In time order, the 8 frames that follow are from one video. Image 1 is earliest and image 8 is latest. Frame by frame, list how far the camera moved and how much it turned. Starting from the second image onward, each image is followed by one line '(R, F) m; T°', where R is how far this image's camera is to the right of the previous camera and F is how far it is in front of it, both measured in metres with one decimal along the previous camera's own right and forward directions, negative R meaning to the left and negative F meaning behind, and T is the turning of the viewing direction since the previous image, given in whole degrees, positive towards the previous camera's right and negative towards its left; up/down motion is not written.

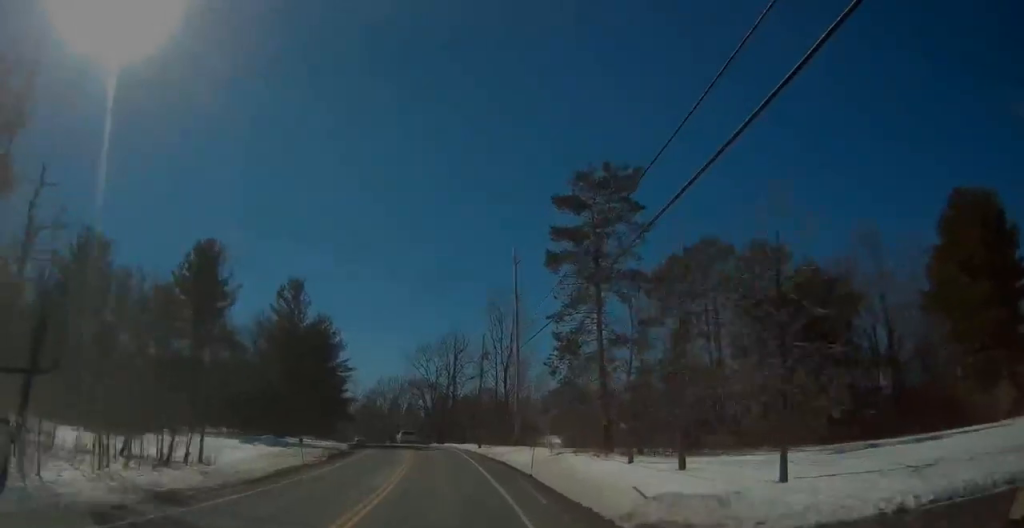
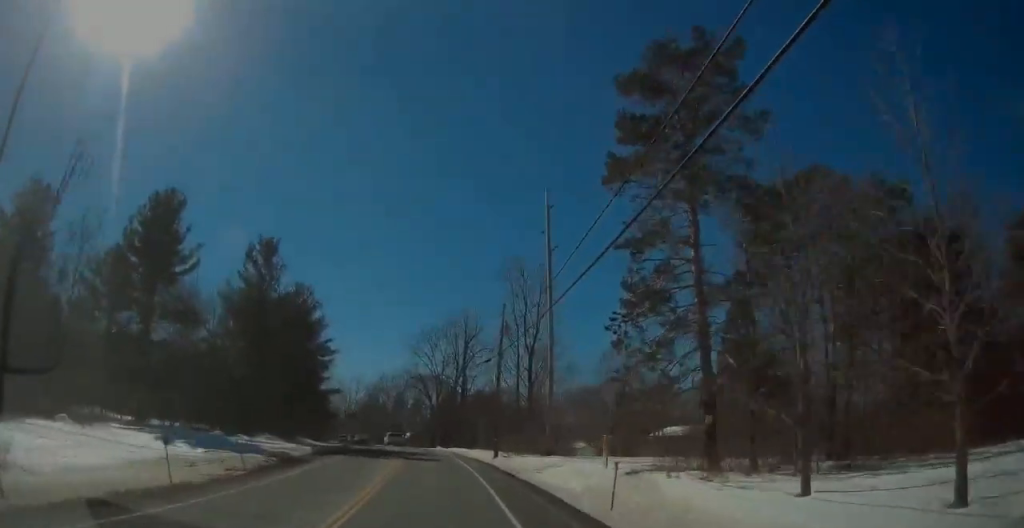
(-0.2, +13.3) m; -1°
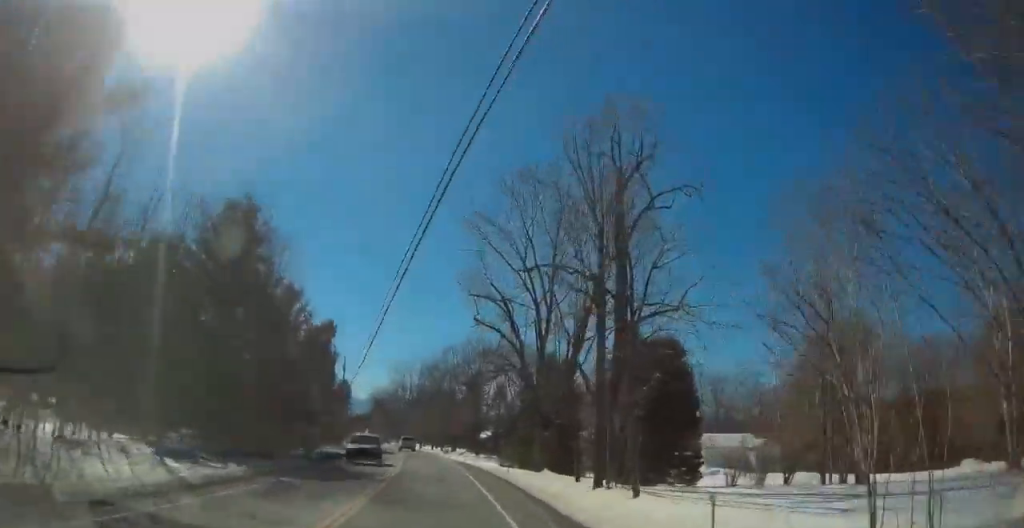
(-0.1, +43.4) m; -1°
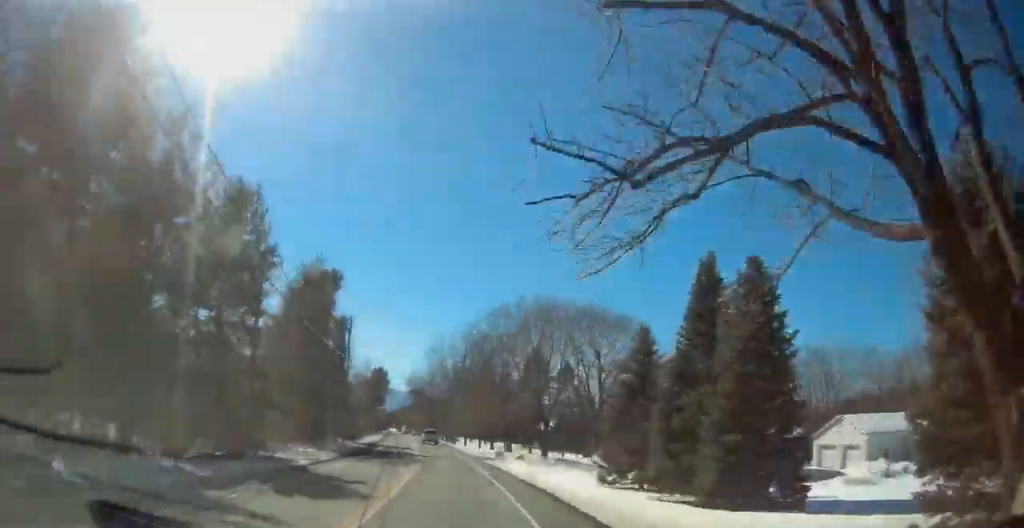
(-0.9, +23.5) m; -8°
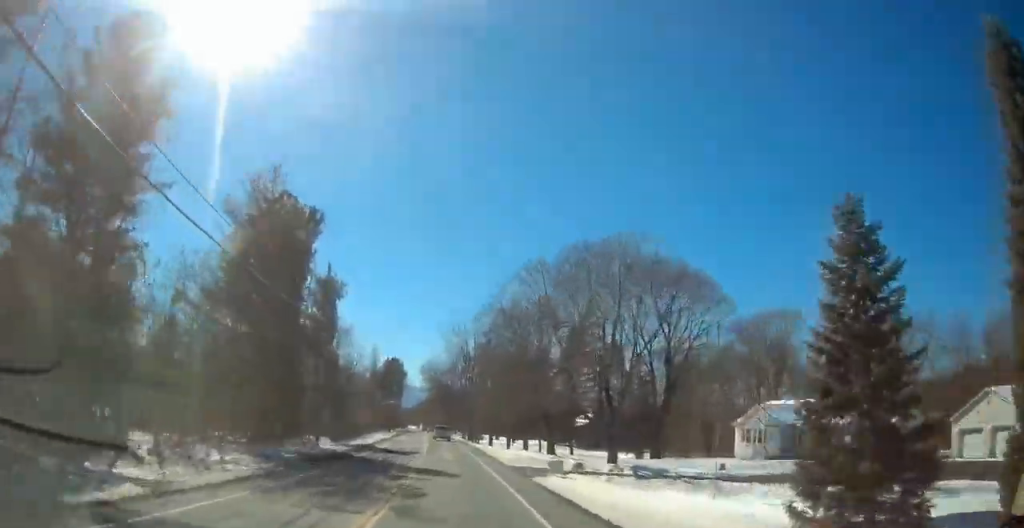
(-1.3, +15.0) m; -7°
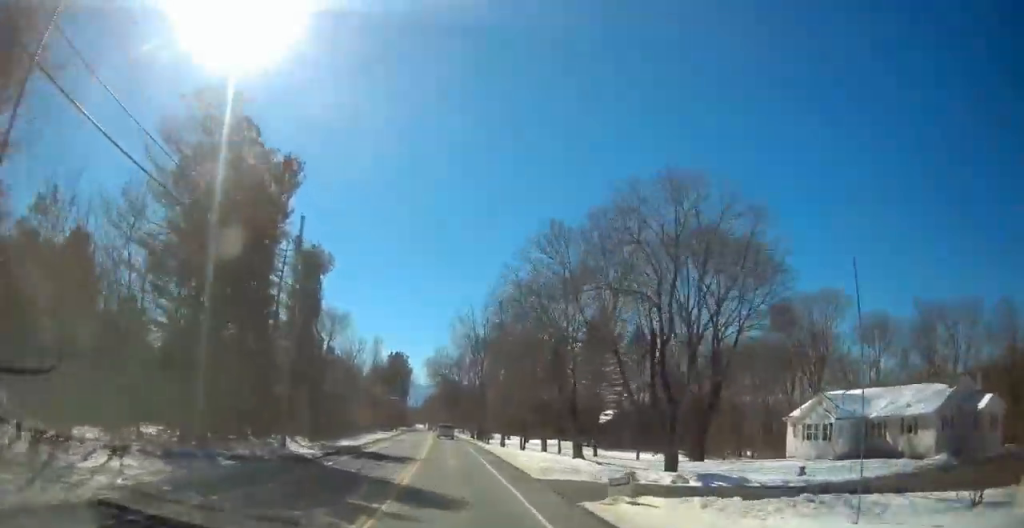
(-0.3, +7.1) m; -1°
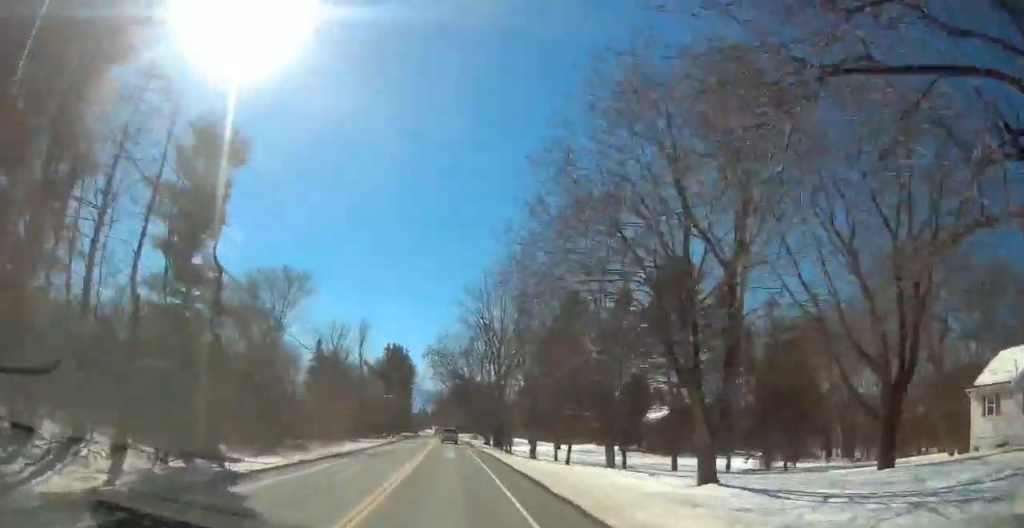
(-0.4, +15.6) m; -1°
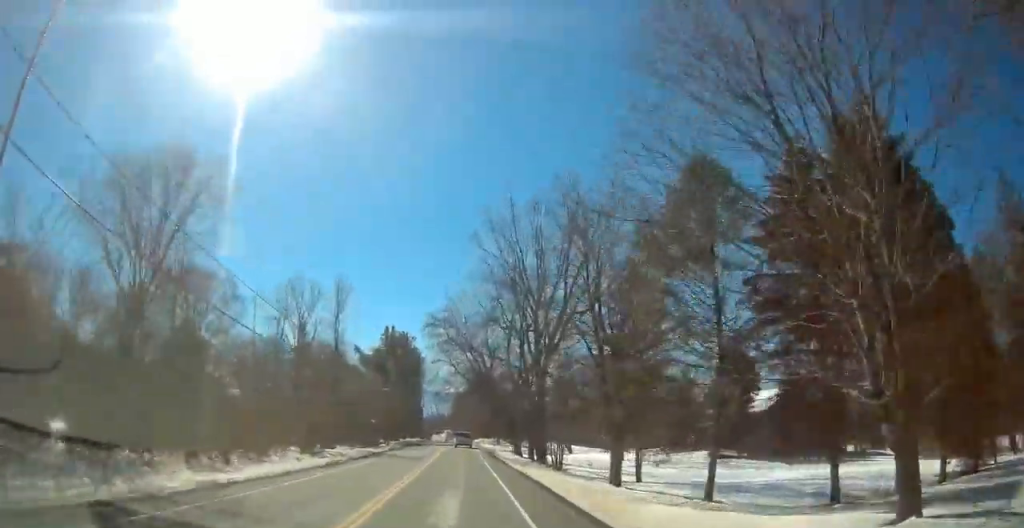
(+0.1, +14.0) m; +1°
